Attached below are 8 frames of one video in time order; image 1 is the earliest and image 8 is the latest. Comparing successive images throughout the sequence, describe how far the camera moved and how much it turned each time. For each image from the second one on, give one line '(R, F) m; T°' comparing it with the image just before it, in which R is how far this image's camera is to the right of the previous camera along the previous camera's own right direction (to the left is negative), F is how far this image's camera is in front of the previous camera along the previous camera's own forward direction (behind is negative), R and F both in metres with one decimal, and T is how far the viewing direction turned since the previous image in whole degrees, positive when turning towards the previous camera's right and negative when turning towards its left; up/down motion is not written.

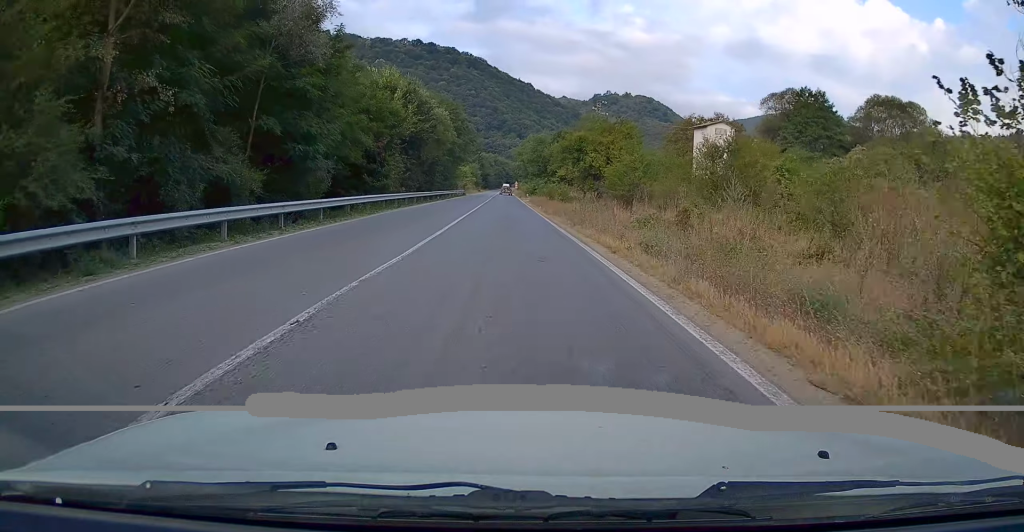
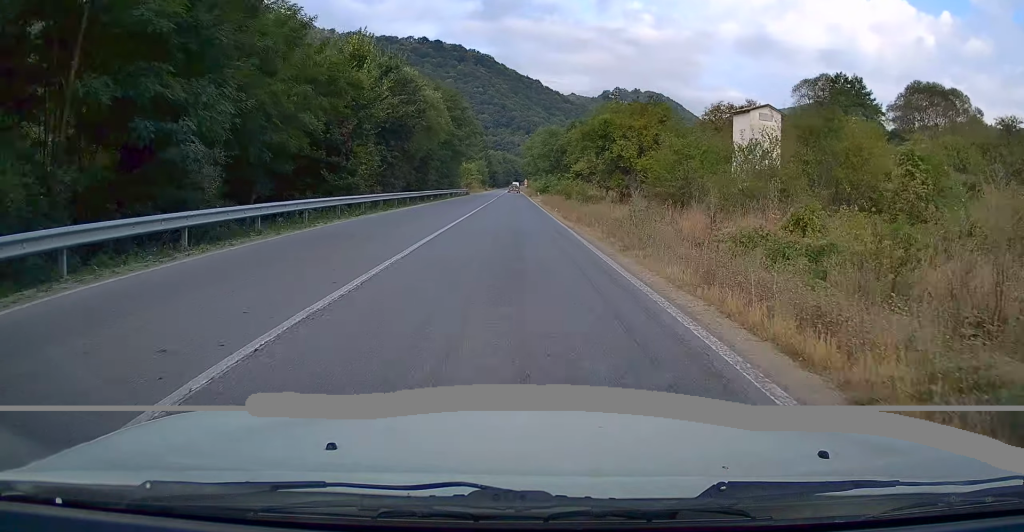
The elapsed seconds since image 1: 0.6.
(0.0, +10.2) m; -2°
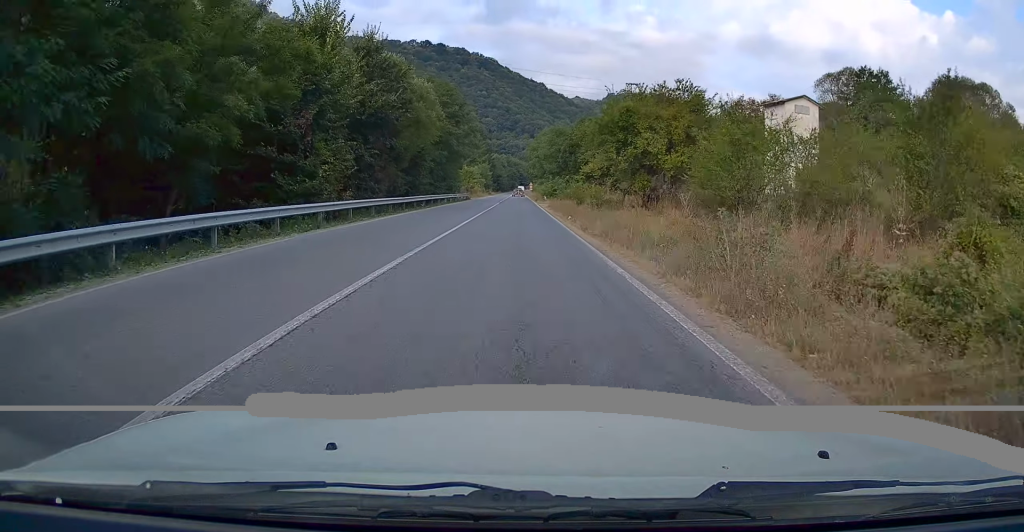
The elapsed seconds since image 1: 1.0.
(-0.3, +6.8) m; -1°
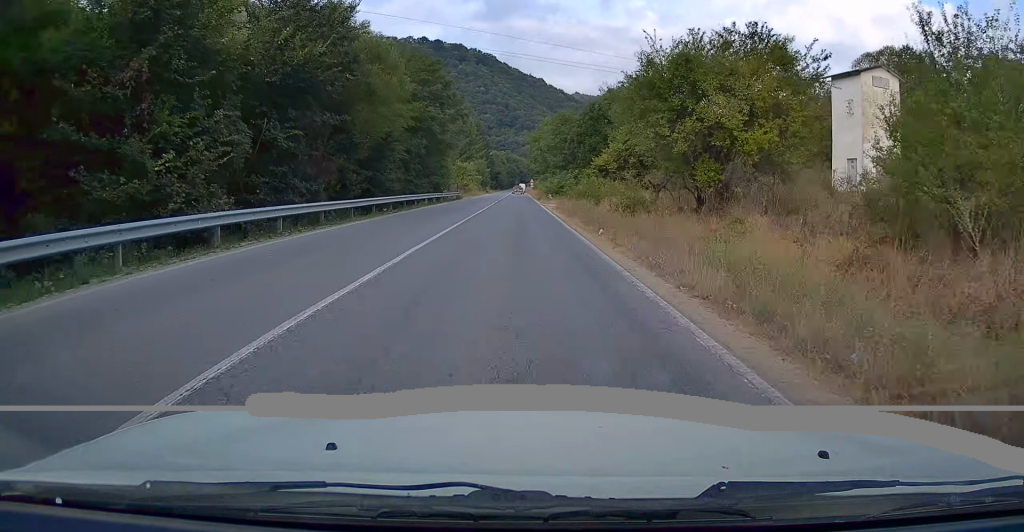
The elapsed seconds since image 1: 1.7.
(-0.3, +11.8) m; -1°
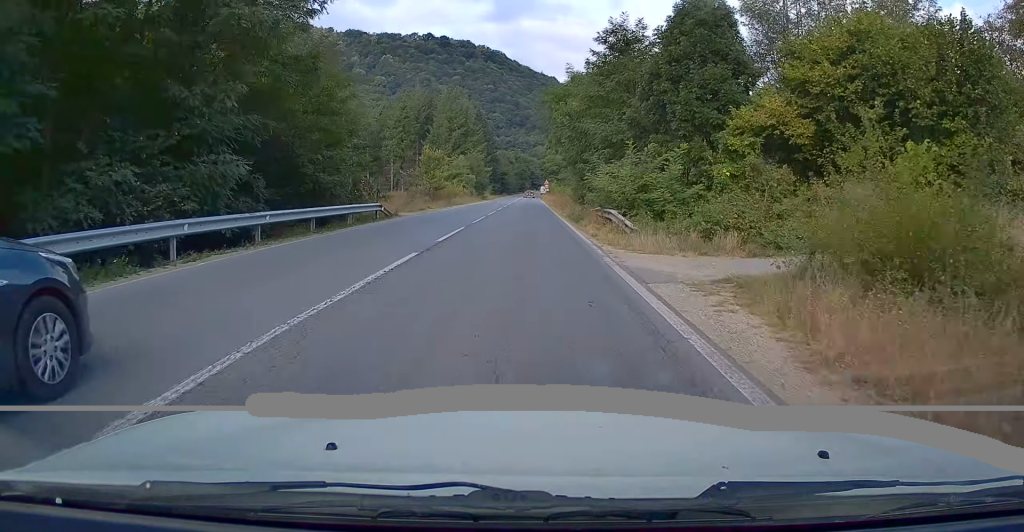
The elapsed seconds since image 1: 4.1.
(+0.5, +39.2) m; 0°
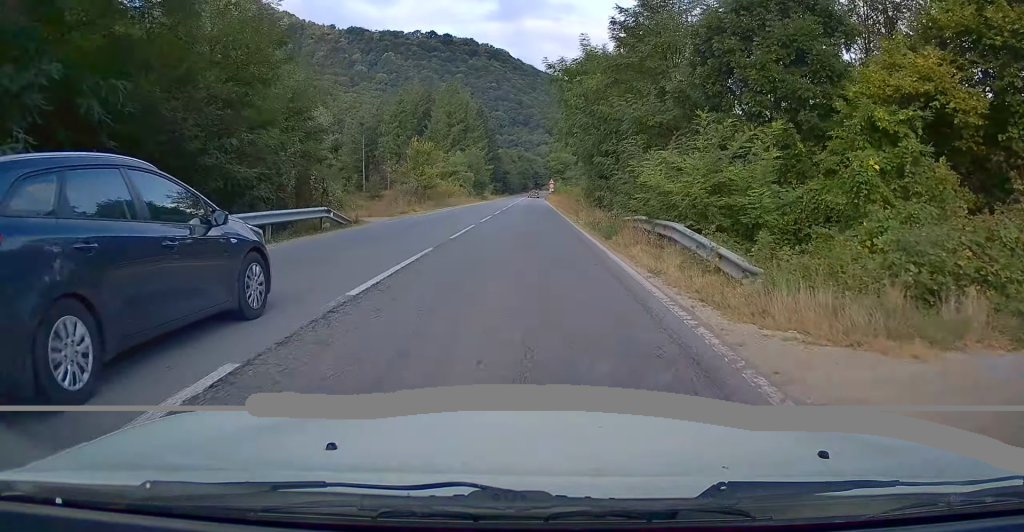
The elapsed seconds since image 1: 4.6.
(-0.1, +8.2) m; -1°
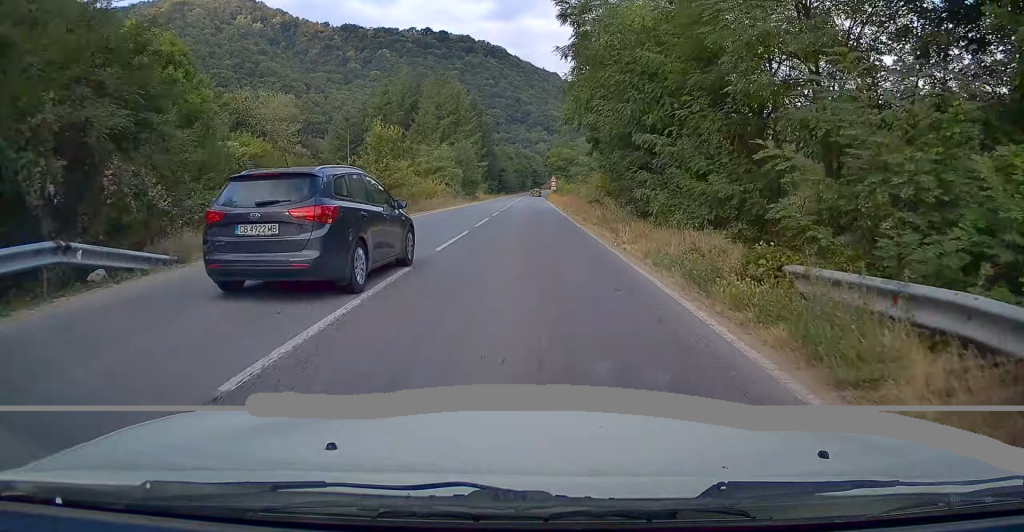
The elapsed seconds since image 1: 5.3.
(0.0, +12.4) m; 0°
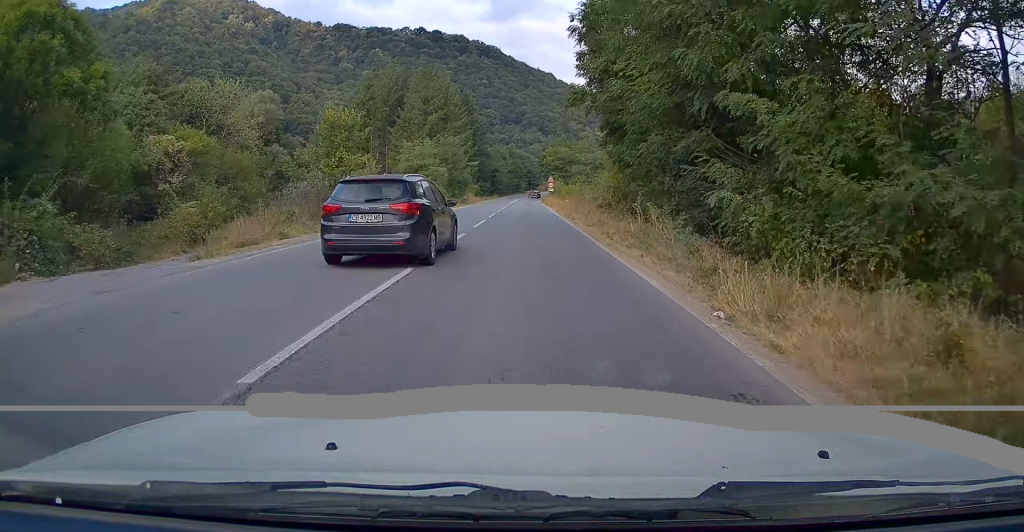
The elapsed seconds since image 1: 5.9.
(0.0, +8.6) m; +1°
